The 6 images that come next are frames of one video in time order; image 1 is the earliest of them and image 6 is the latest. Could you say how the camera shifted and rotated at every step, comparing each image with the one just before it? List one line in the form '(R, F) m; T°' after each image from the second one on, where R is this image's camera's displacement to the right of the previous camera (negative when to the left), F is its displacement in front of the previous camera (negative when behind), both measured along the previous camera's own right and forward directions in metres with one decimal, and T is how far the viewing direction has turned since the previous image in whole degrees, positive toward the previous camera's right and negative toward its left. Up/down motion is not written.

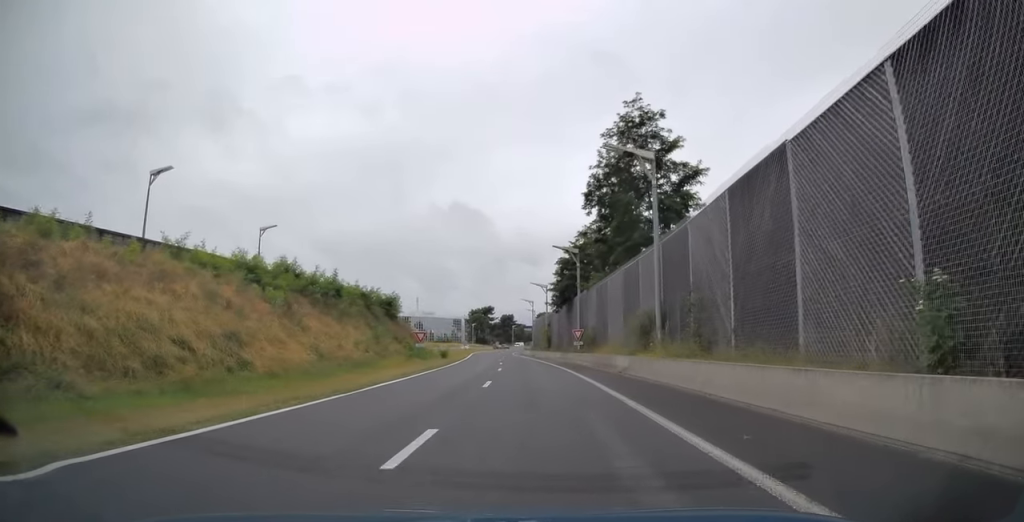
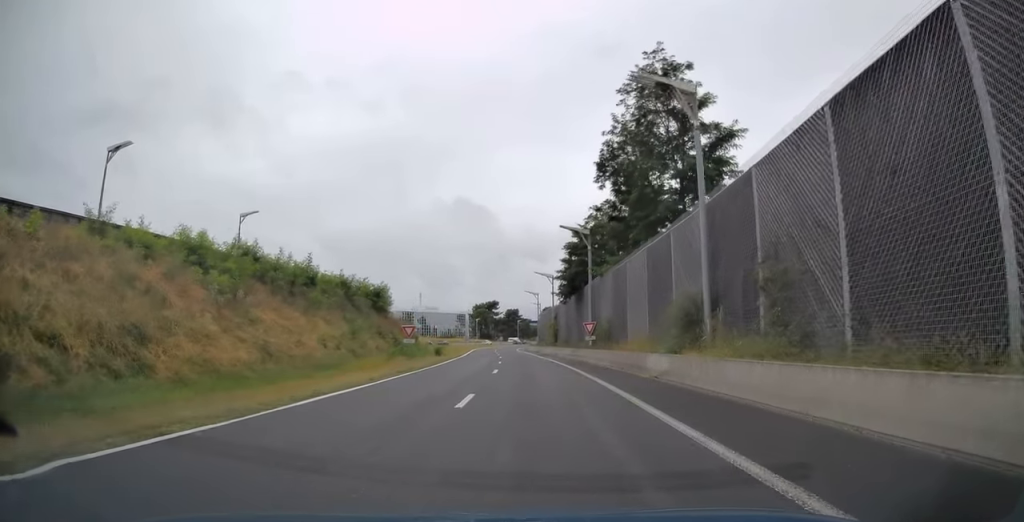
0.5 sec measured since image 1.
(+0.1, +7.3) m; -1°
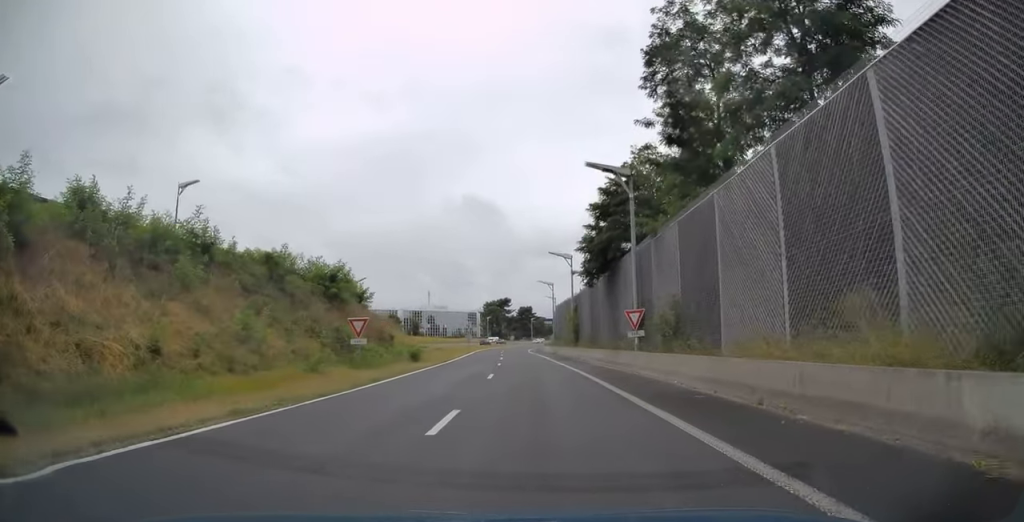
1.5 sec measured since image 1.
(-0.4, +17.0) m; -2°
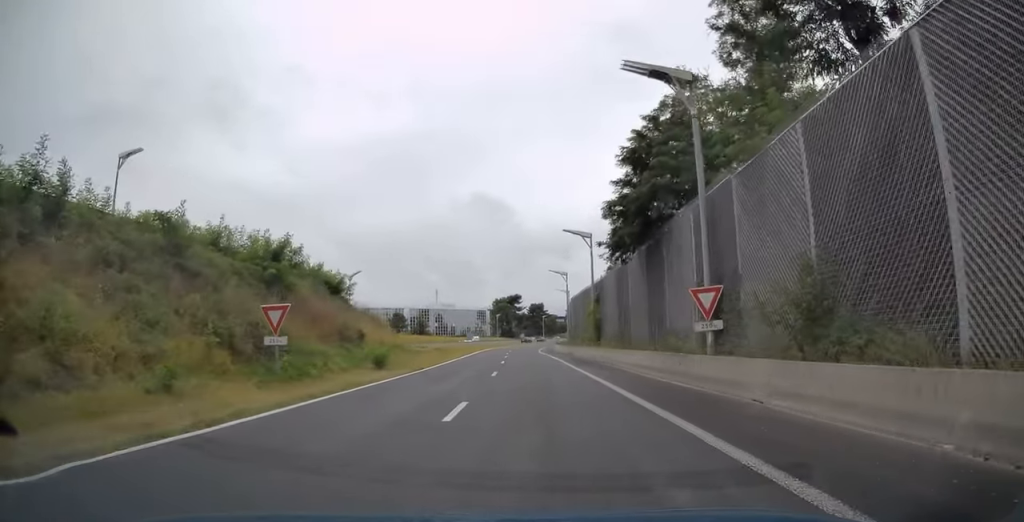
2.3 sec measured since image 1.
(0.0, +11.9) m; 0°
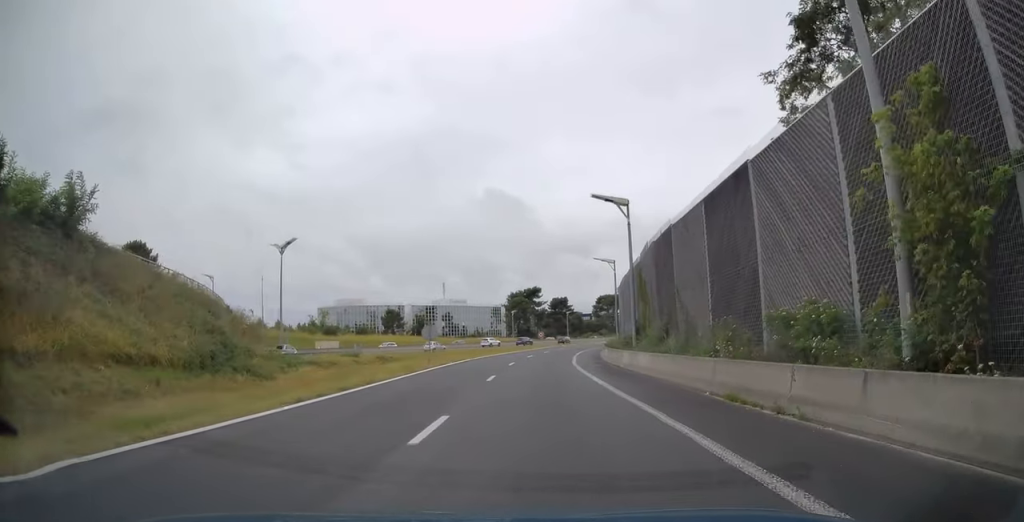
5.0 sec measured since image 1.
(-0.9, +42.0) m; -3°
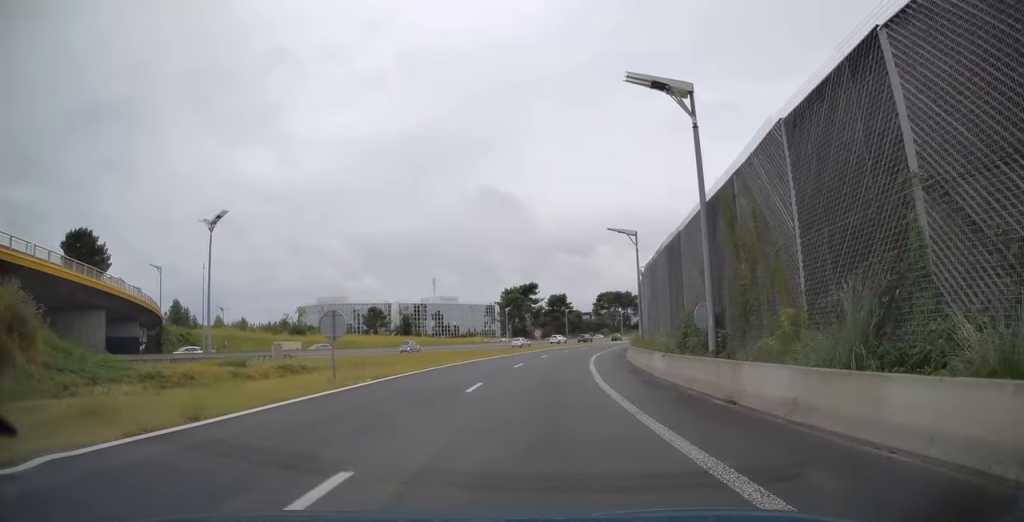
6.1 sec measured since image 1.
(-0.2, +18.2) m; -1°
